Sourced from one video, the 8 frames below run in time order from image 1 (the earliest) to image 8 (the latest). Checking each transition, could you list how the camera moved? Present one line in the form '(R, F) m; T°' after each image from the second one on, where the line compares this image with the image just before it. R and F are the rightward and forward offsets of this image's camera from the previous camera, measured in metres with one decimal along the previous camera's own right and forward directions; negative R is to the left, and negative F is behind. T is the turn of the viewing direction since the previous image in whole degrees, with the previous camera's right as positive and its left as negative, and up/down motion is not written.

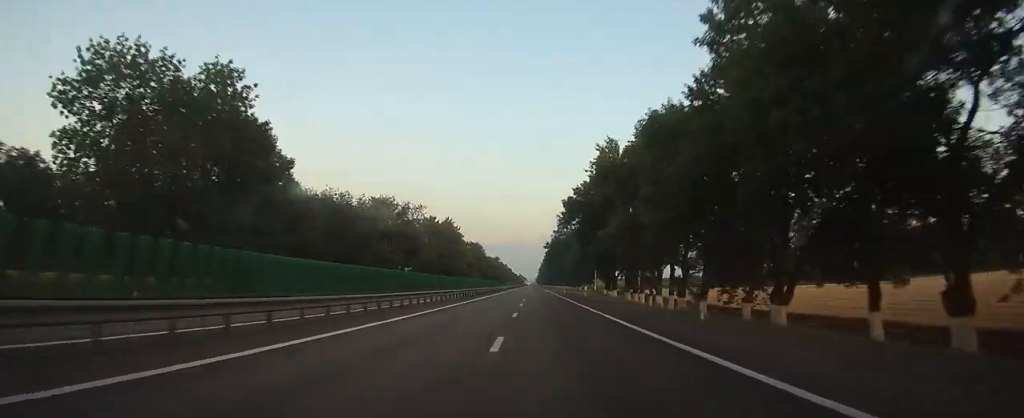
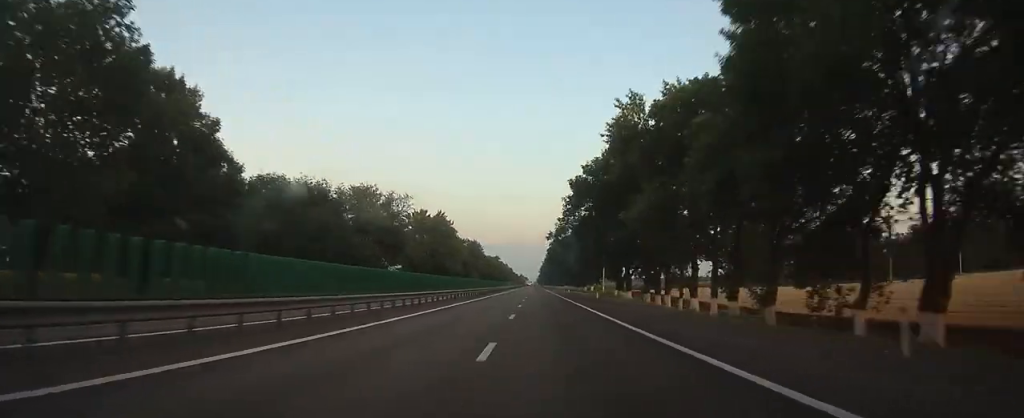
(0.0, +13.3) m; 0°
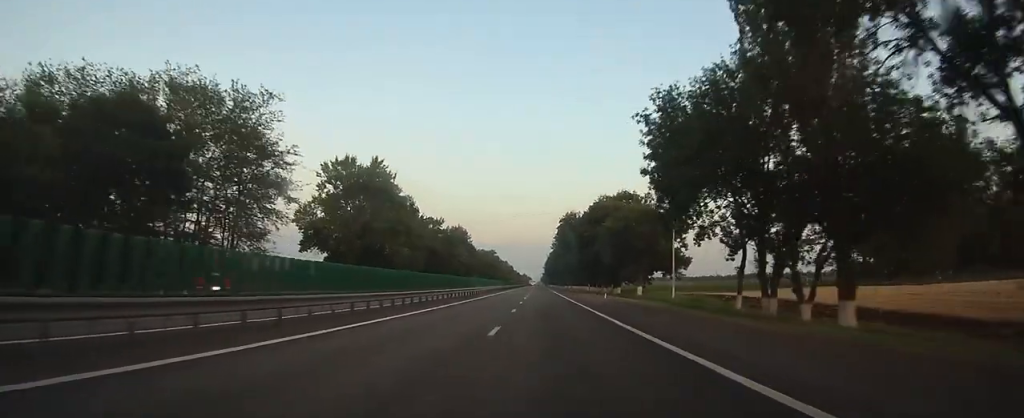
(-0.3, +55.7) m; -1°
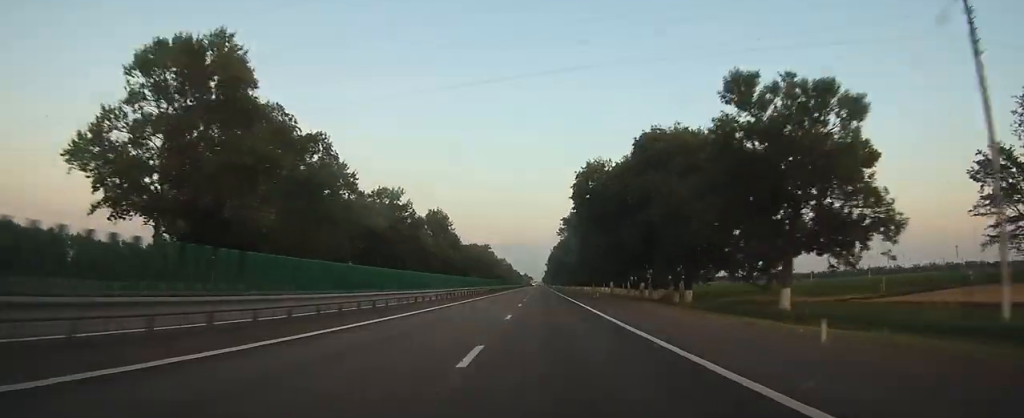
(-0.2, +41.8) m; 0°
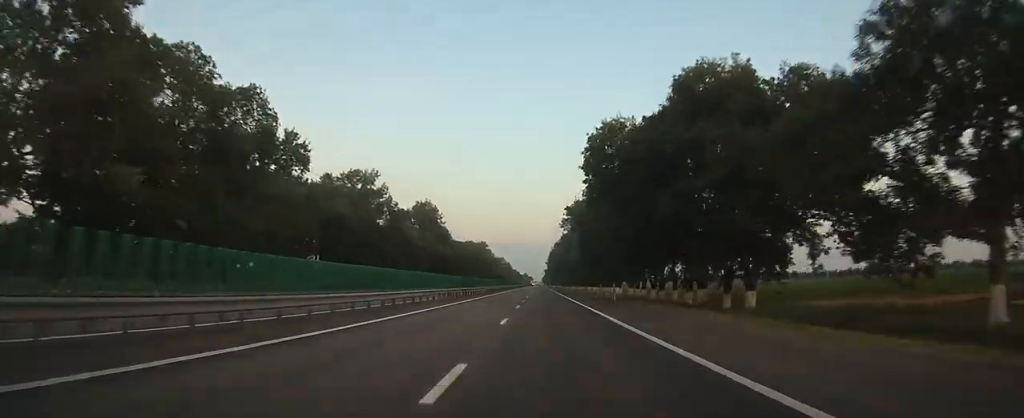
(0.0, +14.8) m; 0°
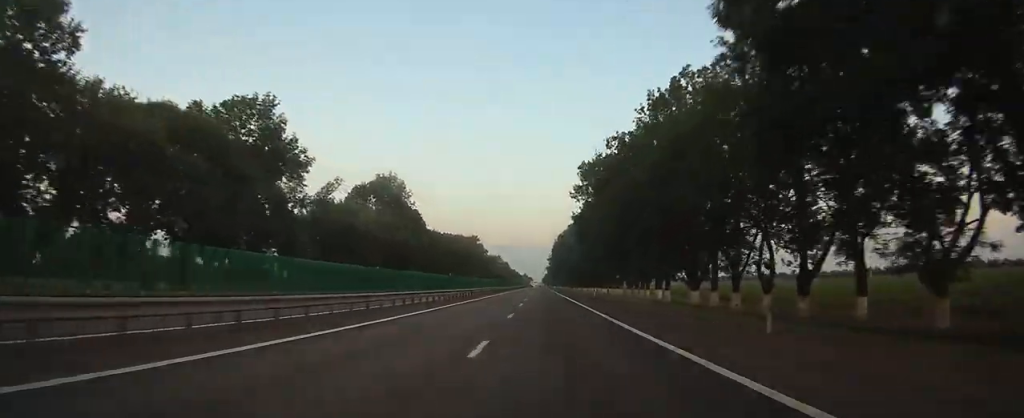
(0.0, +32.5) m; 0°
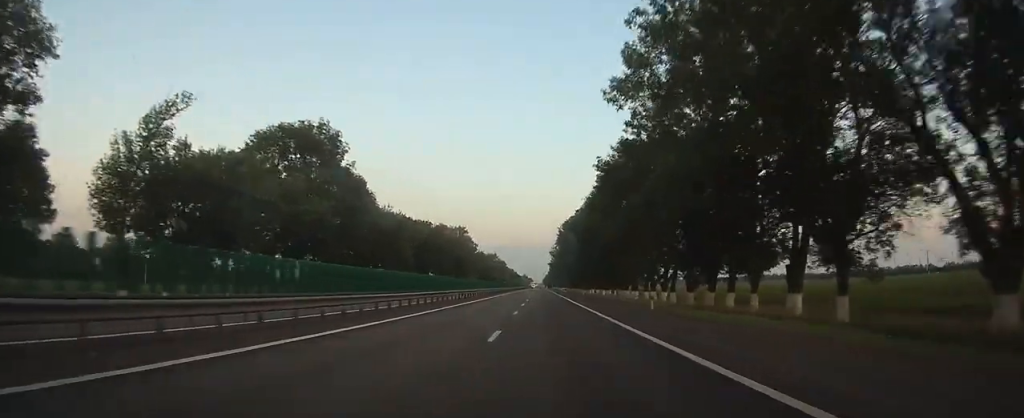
(0.0, +33.2) m; 0°
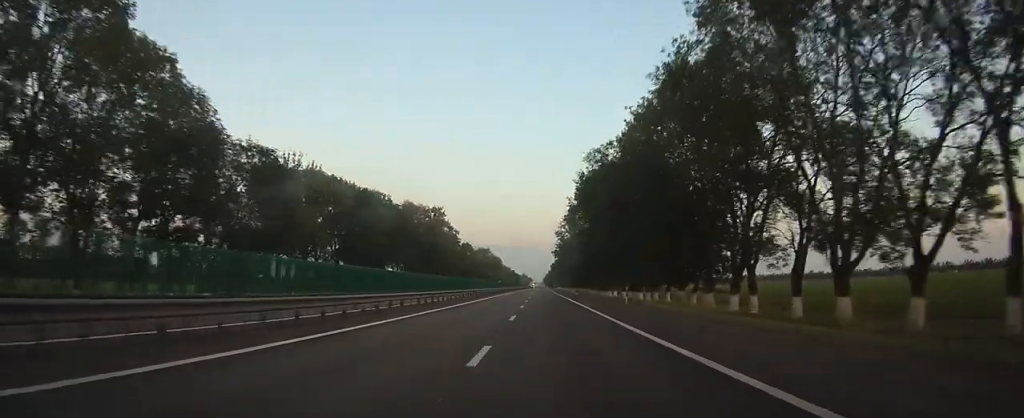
(-0.1, +40.1) m; 0°
